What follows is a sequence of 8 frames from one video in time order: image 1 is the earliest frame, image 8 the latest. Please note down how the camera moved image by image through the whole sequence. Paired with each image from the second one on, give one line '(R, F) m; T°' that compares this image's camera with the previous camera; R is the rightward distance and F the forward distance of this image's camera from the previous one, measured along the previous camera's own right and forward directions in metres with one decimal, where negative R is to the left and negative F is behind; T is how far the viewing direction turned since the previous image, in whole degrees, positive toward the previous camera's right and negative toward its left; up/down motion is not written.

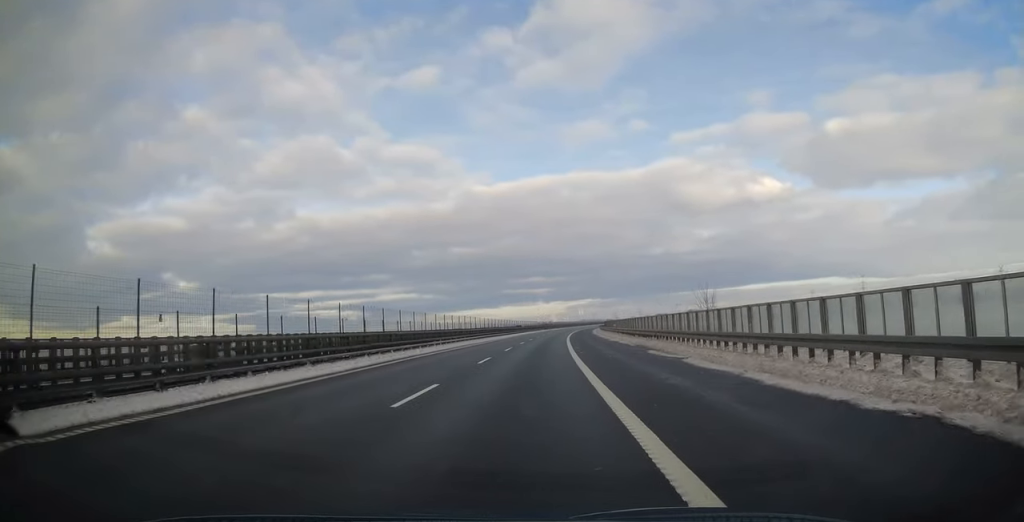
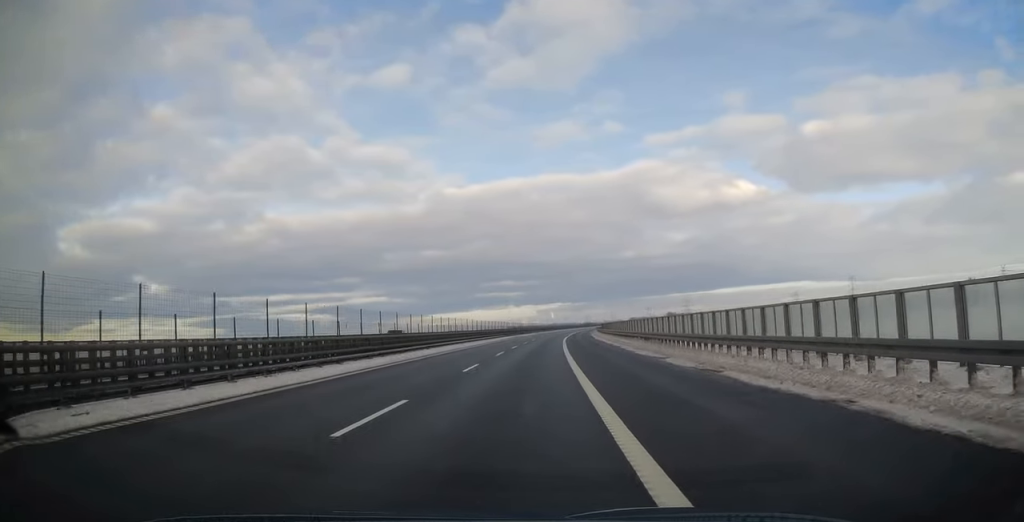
(+1.3, +62.1) m; +2°
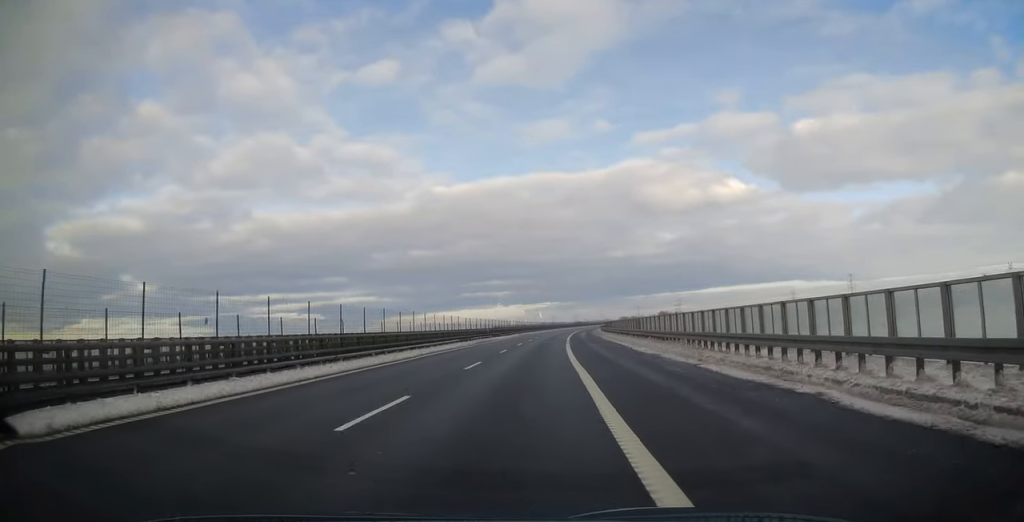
(+0.9, +35.6) m; +2°
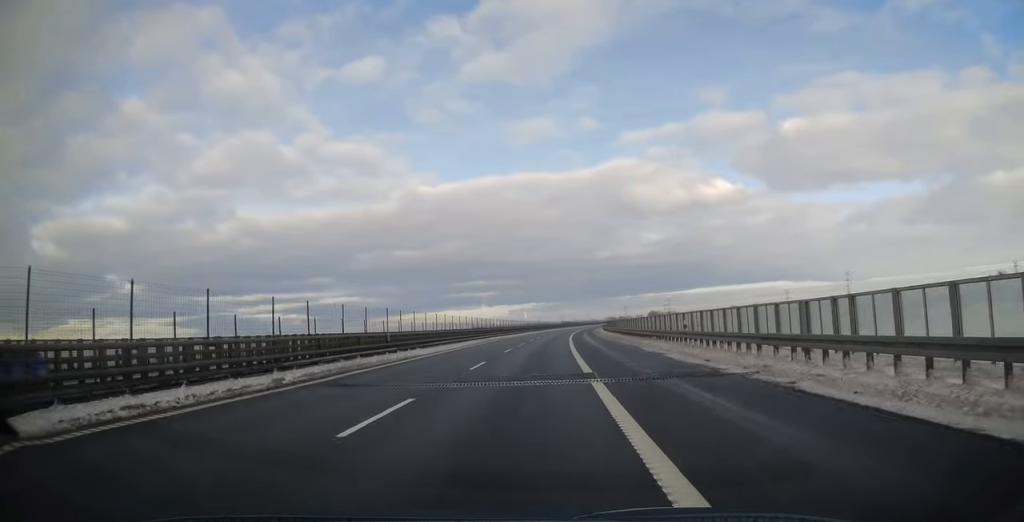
(+0.1, +36.1) m; 0°
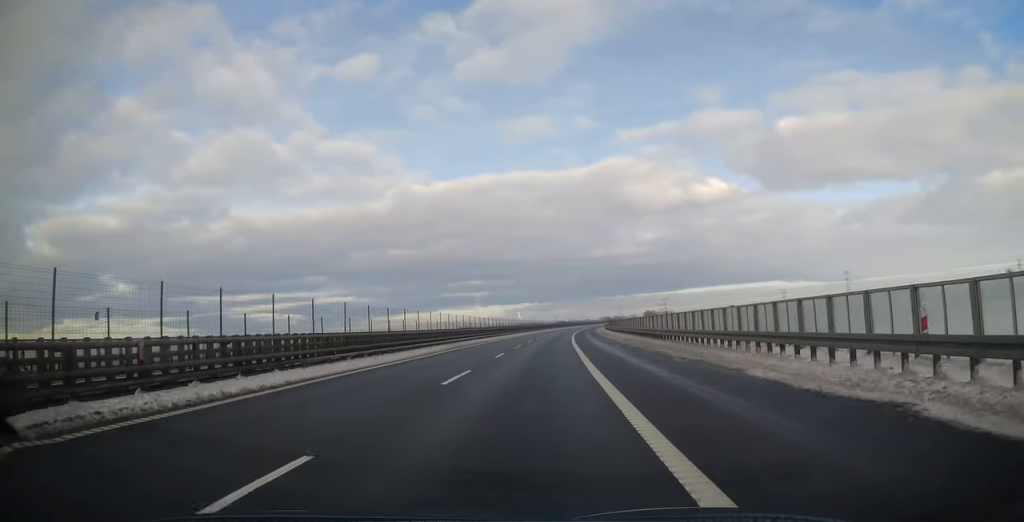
(0.0, +17.5) m; +1°
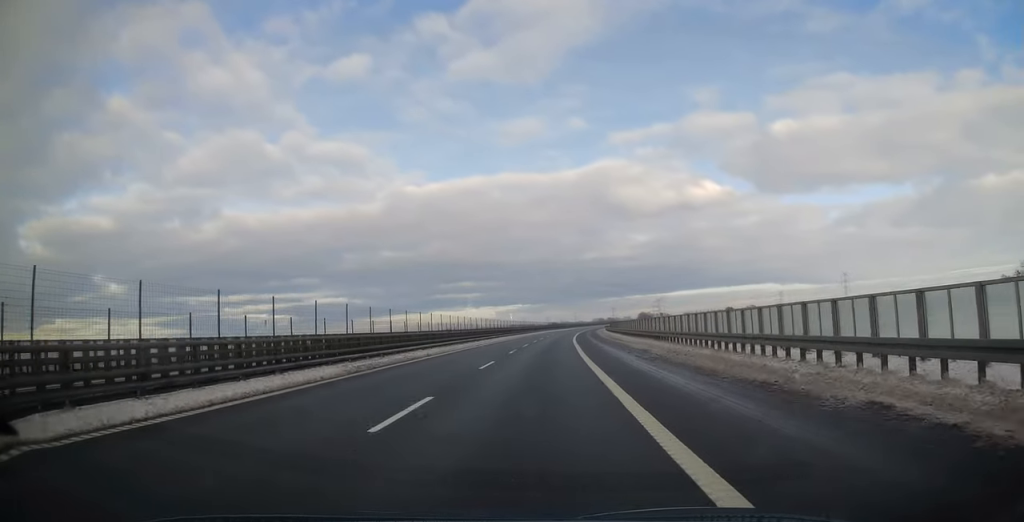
(+0.1, +18.1) m; +1°
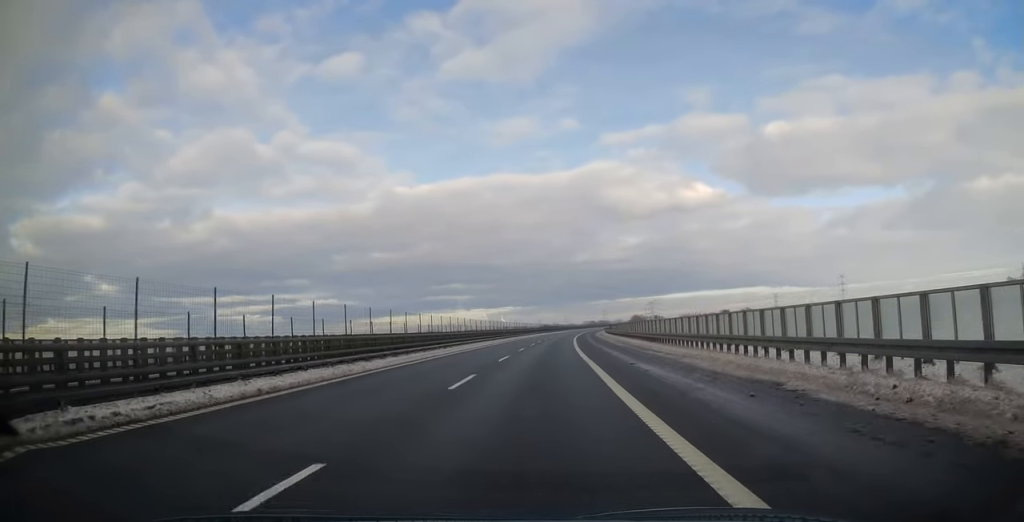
(+0.3, +18.0) m; +1°
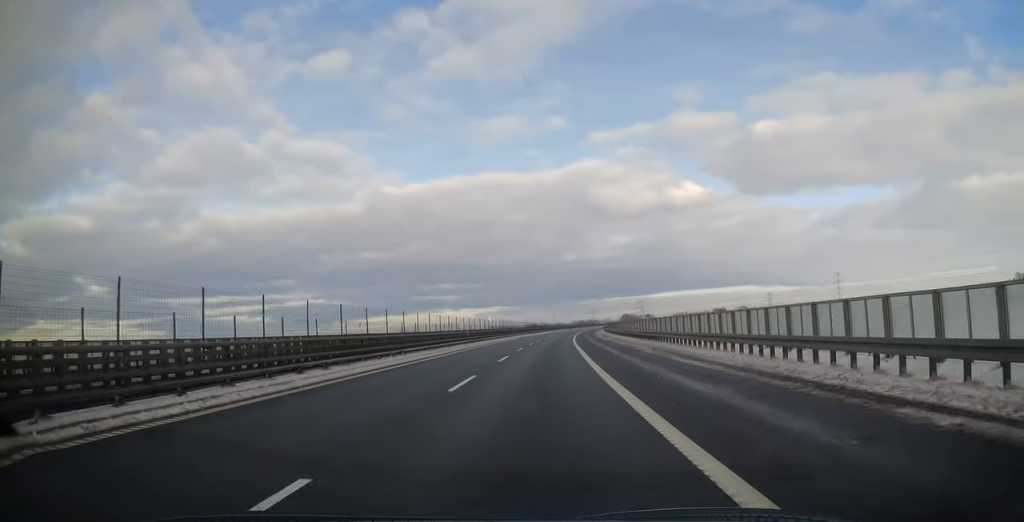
(+0.2, +24.5) m; +1°
